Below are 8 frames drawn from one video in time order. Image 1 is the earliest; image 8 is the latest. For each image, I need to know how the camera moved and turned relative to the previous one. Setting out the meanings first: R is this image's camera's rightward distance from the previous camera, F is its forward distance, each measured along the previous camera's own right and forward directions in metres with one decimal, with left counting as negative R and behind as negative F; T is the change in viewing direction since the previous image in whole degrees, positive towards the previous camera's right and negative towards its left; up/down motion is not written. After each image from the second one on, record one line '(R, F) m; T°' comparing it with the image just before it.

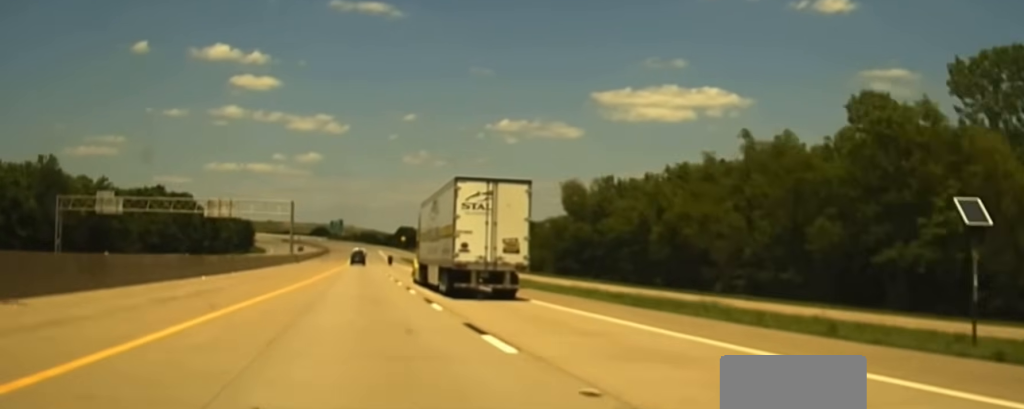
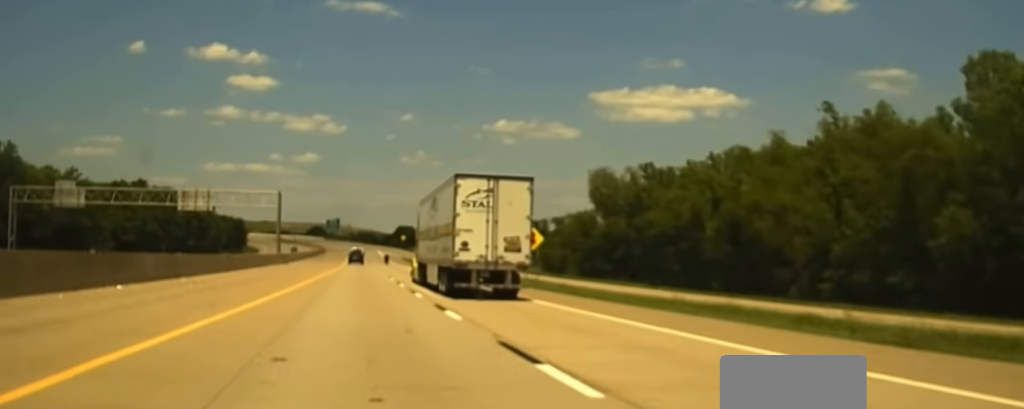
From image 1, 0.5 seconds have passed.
(0.0, +17.0) m; 0°
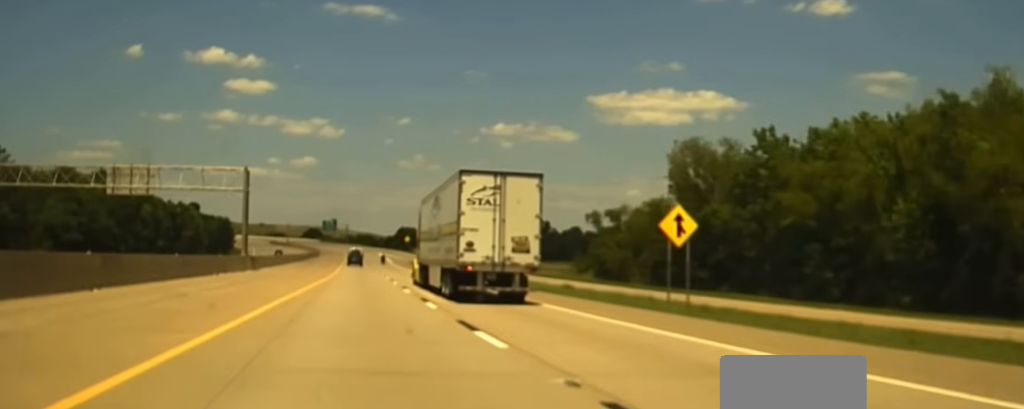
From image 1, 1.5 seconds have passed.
(-0.1, +31.1) m; 0°
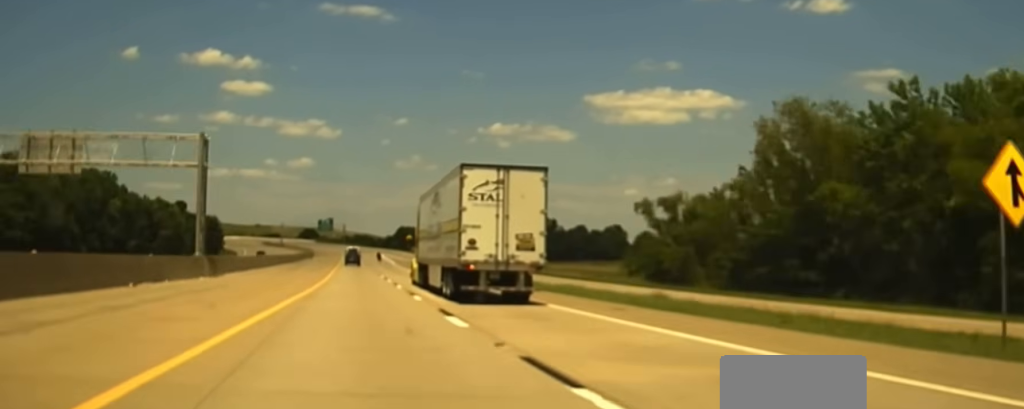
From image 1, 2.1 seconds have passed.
(0.0, +19.8) m; 0°
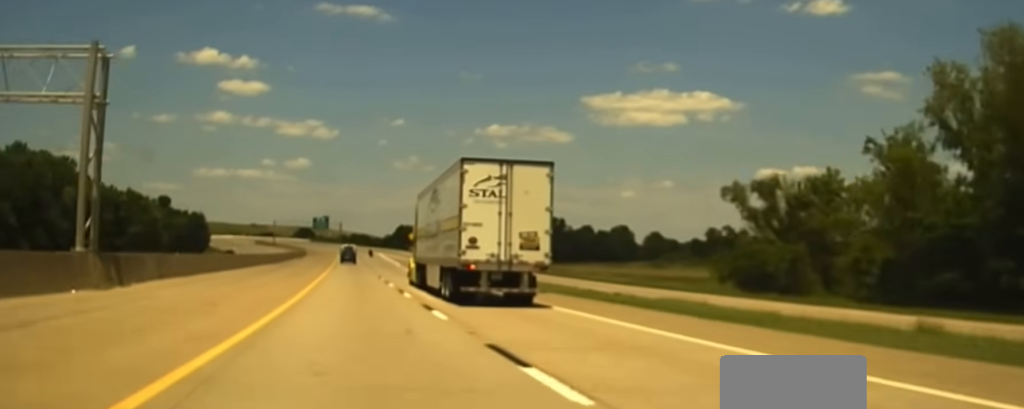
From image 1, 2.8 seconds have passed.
(0.0, +22.5) m; 0°
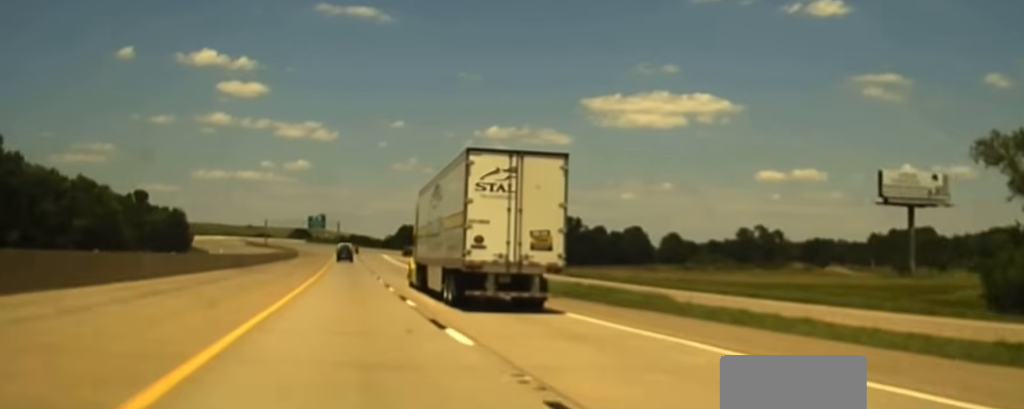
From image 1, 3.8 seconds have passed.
(0.0, +30.4) m; 0°
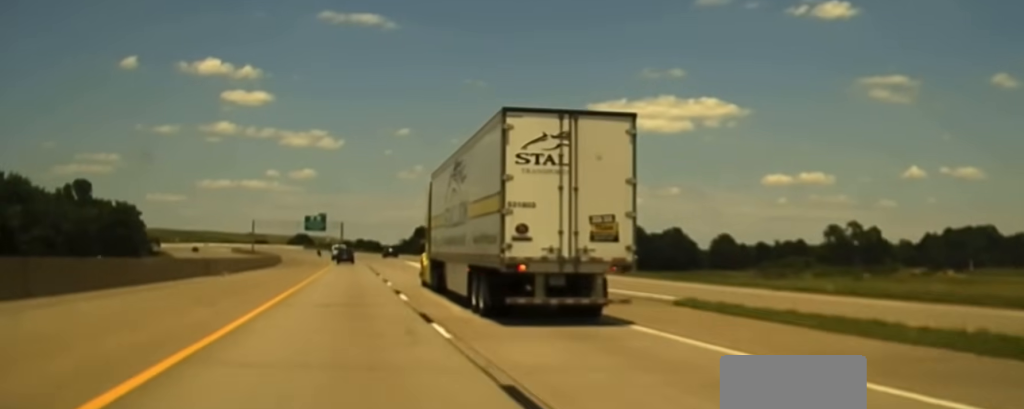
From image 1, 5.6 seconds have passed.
(-0.2, +60.1) m; 0°
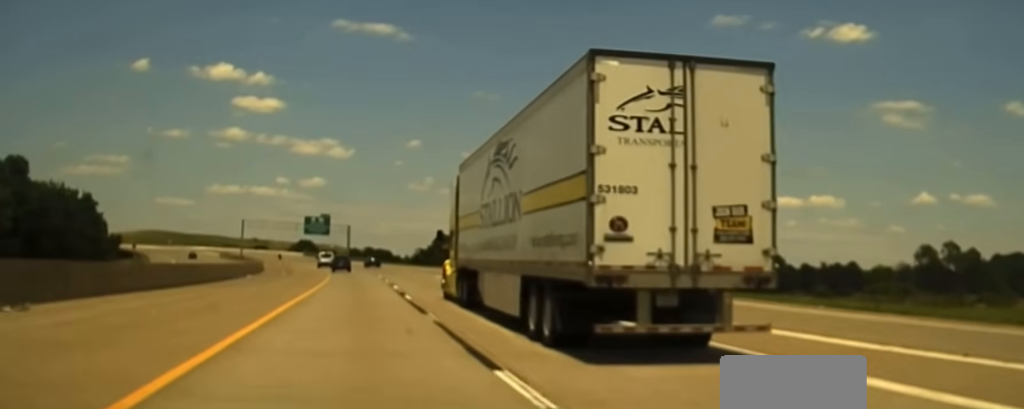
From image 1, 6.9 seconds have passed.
(+0.3, +43.6) m; 0°
